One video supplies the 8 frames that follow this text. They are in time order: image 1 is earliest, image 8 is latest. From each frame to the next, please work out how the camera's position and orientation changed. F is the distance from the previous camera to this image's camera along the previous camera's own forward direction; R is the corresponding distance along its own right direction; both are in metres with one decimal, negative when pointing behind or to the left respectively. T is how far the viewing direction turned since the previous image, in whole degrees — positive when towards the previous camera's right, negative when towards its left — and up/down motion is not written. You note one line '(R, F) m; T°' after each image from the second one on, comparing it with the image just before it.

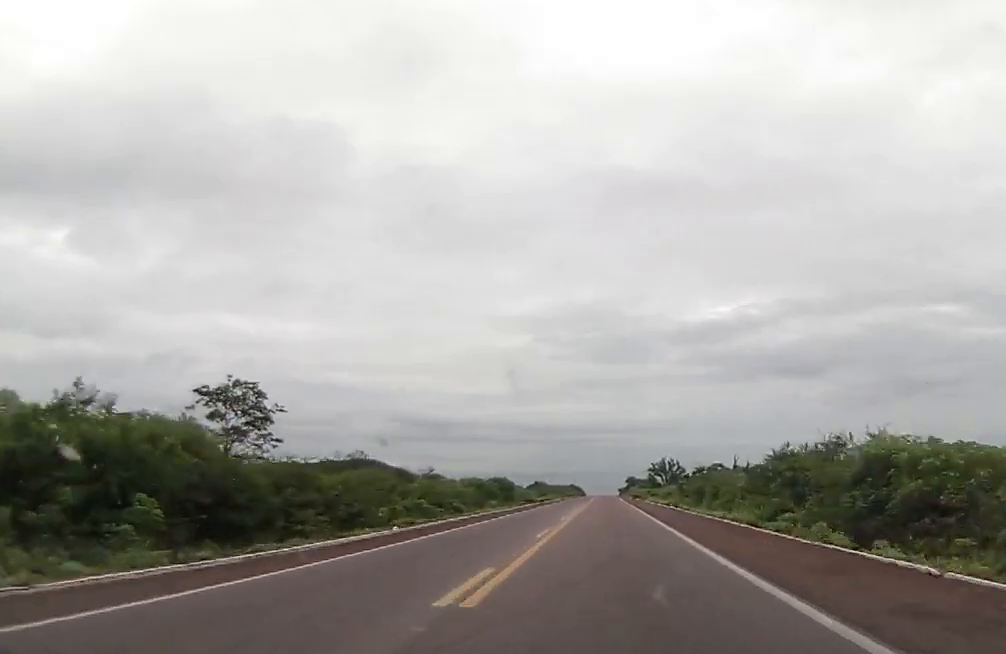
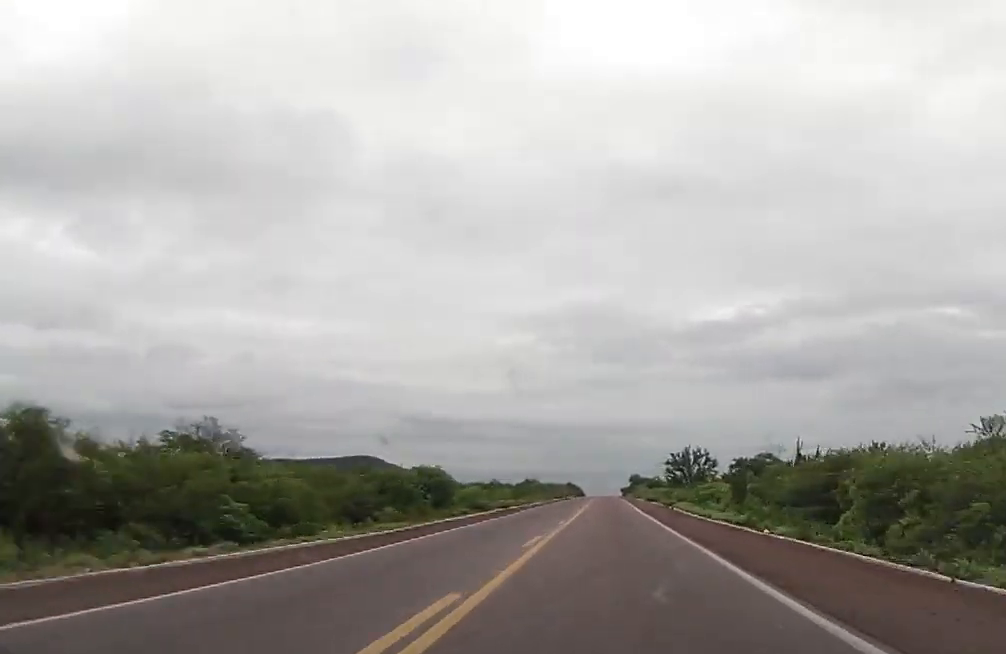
(+0.4, +39.2) m; 0°
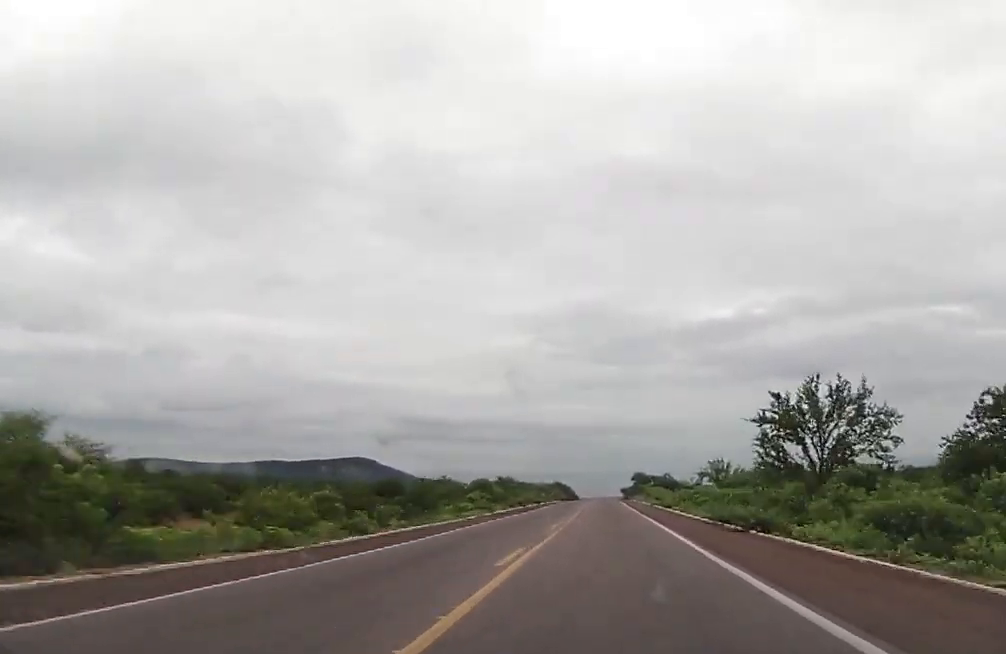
(-0.4, +64.2) m; -1°
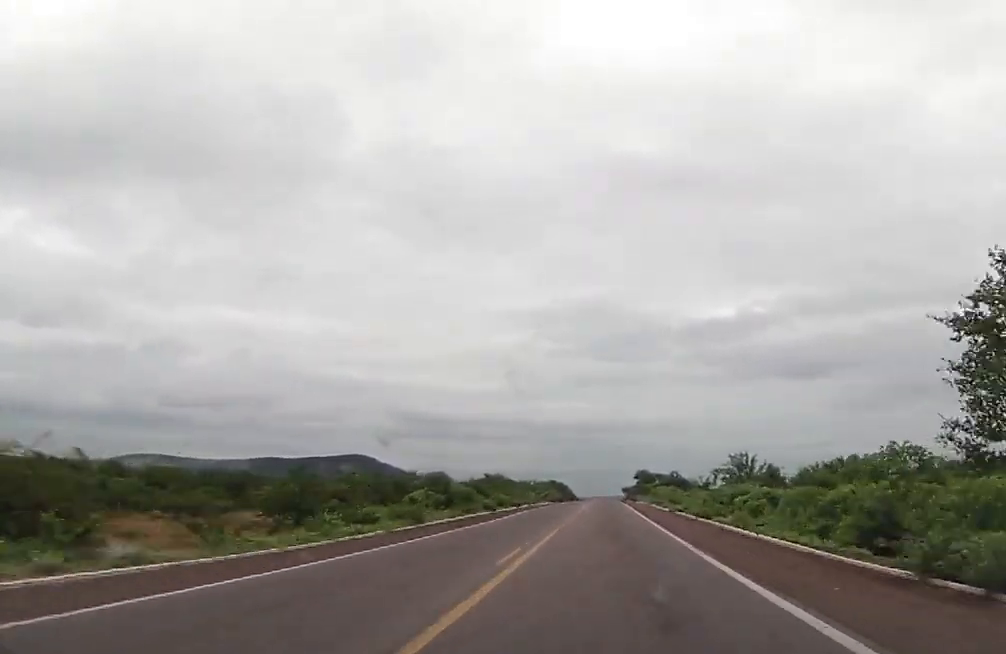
(-0.1, +23.6) m; 0°
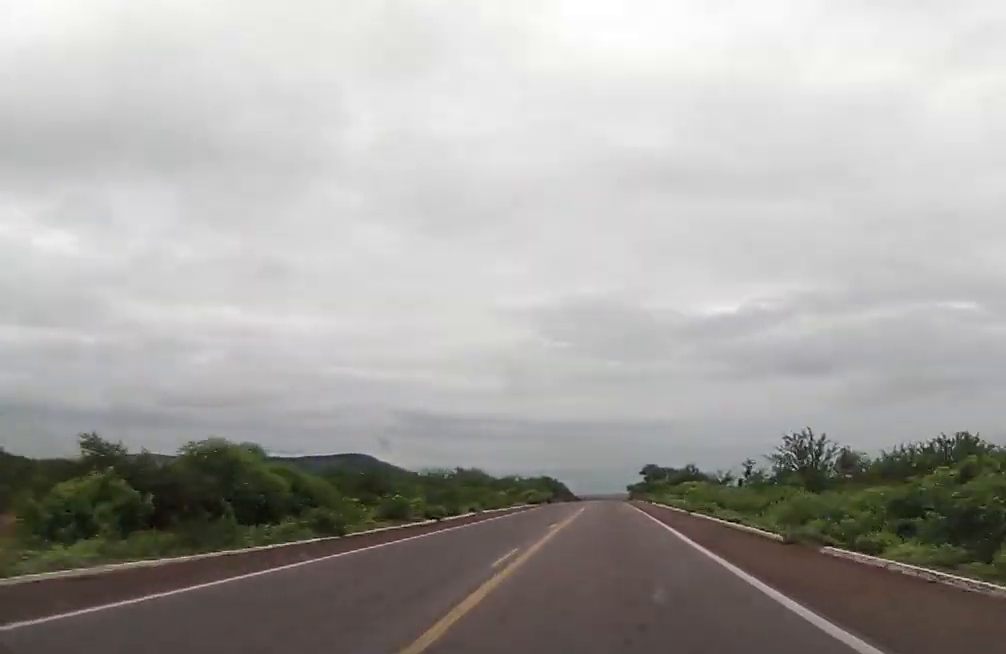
(+0.4, +36.8) m; 0°
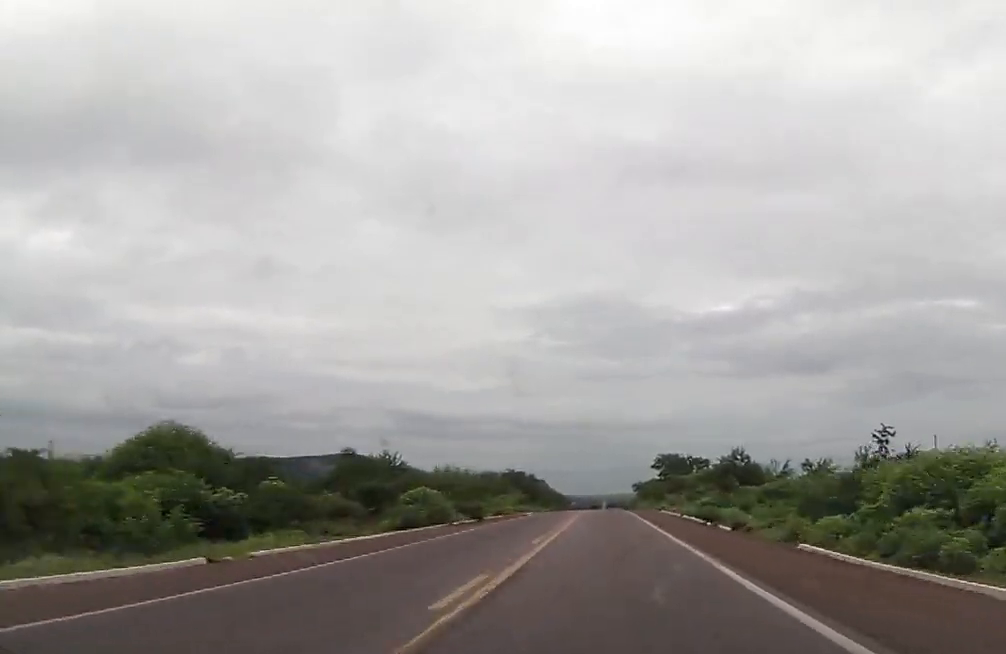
(-0.2, +64.3) m; 0°
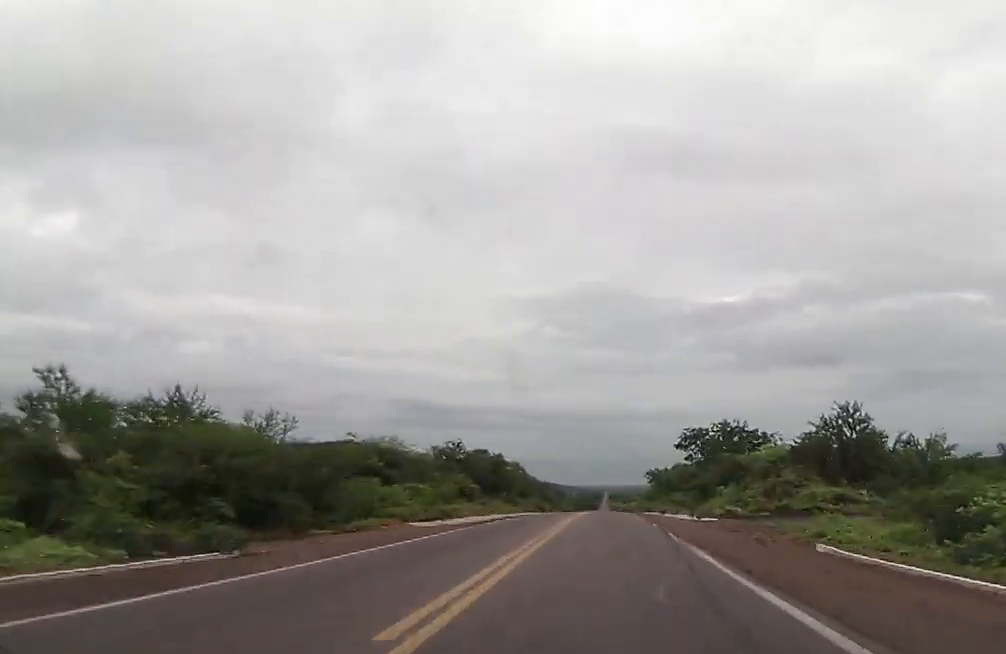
(0.0, +49.9) m; 0°
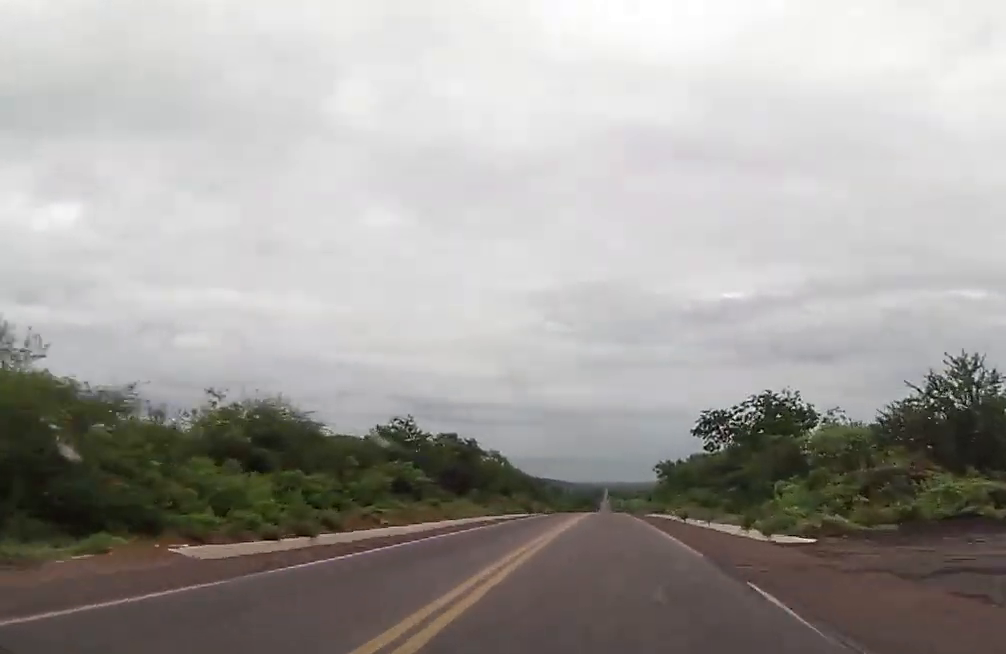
(-0.1, +21.1) m; 0°
